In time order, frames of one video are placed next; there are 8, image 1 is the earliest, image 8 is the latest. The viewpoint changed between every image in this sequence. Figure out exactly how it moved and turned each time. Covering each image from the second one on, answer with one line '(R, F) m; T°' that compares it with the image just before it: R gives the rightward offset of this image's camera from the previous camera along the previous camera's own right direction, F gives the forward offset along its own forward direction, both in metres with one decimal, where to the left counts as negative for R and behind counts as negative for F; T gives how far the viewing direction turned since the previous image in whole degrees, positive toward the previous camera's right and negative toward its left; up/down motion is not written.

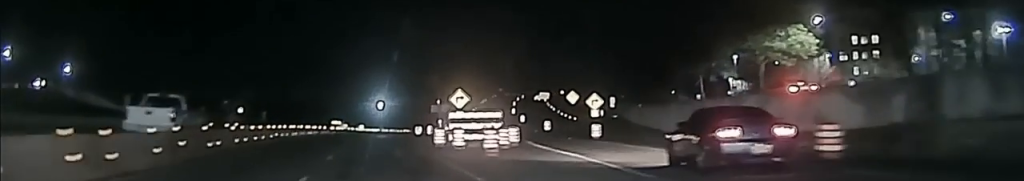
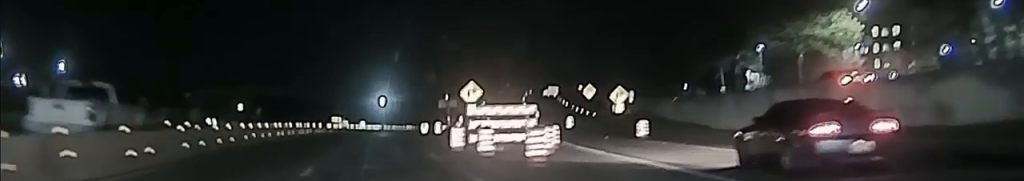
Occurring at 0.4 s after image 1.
(-0.1, +9.9) m; 0°
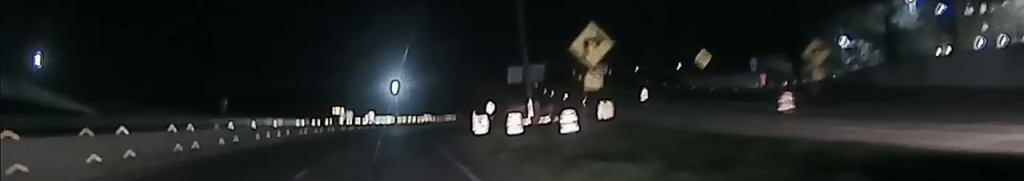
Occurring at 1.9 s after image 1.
(+0.1, +38.8) m; 0°
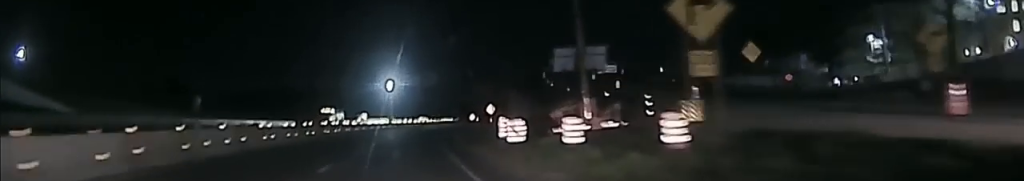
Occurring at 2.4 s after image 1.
(0.0, +10.6) m; 0°
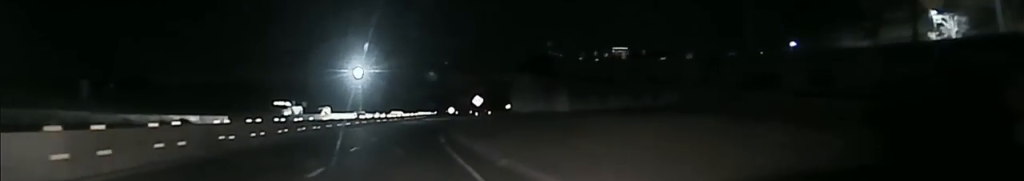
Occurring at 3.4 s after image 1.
(+0.2, +28.6) m; +3°
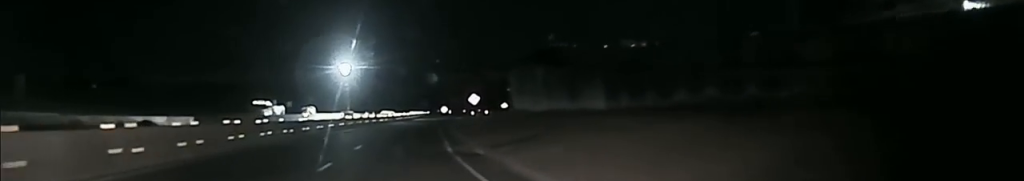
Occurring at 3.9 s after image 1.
(+0.4, +11.0) m; +1°
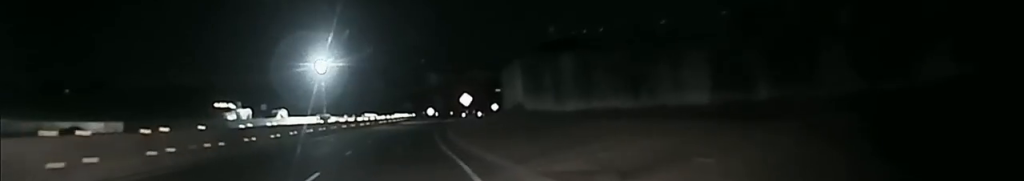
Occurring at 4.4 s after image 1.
(+0.3, +13.6) m; +1°
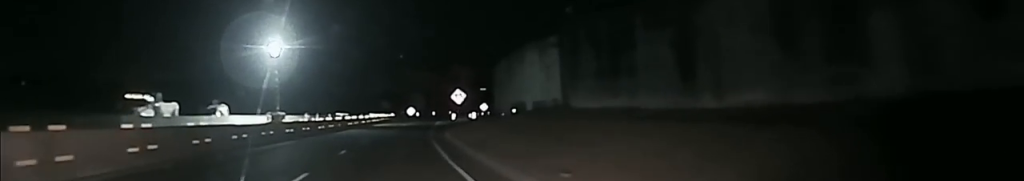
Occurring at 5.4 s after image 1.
(0.0, +26.7) m; 0°
